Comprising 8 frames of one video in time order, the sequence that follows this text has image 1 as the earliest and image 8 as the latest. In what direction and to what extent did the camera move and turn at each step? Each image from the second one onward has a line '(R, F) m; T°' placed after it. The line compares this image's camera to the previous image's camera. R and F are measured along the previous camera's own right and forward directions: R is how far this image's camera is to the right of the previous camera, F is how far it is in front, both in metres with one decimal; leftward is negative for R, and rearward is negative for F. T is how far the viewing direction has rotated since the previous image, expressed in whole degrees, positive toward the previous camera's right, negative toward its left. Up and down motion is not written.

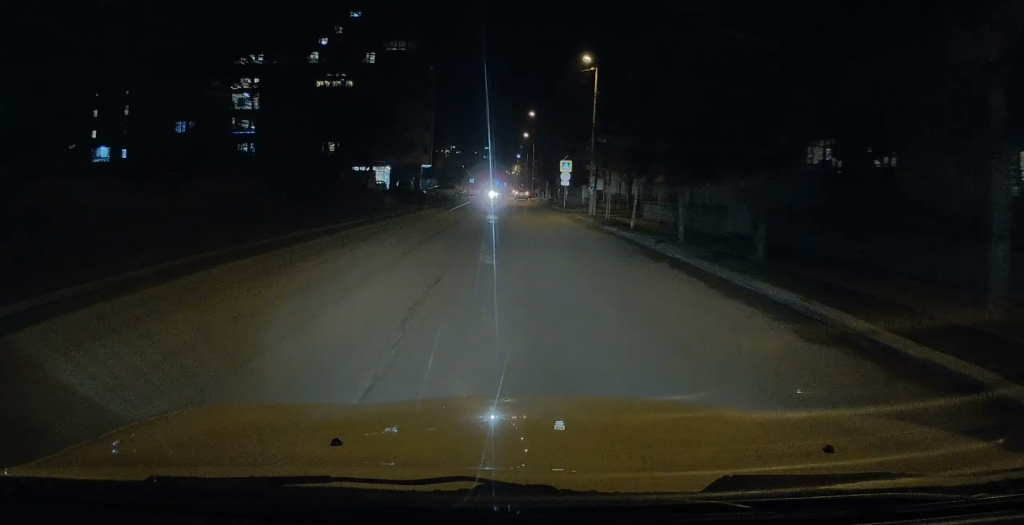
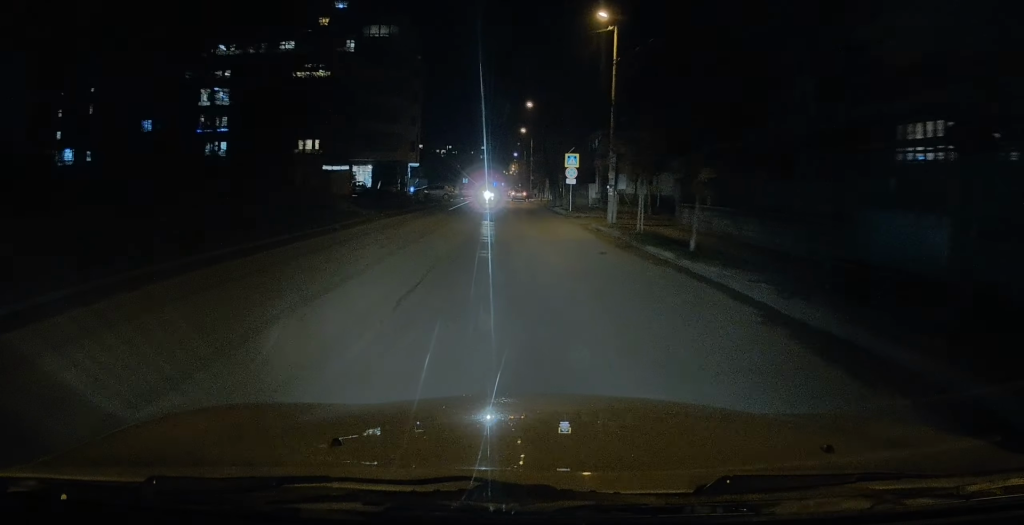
(-0.2, +7.9) m; -1°
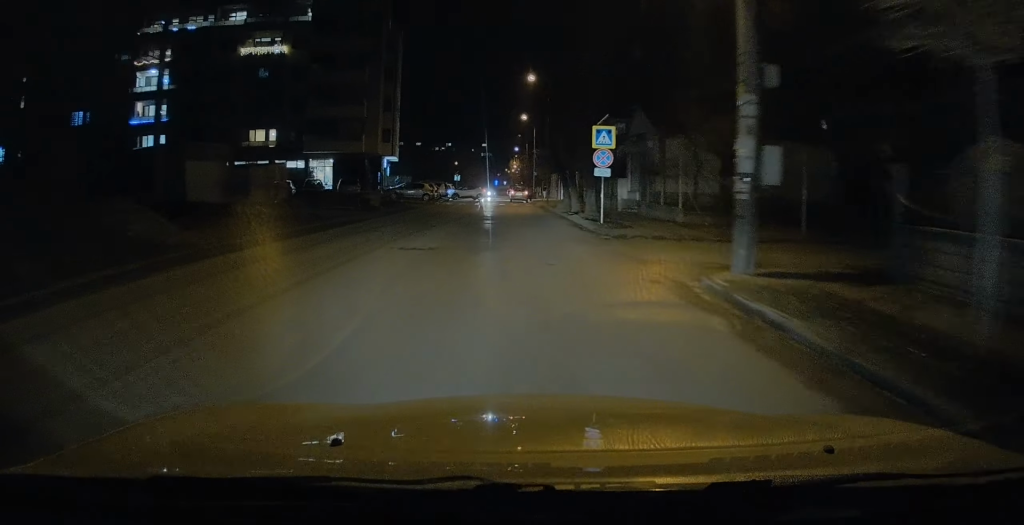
(-0.2, +14.4) m; 0°
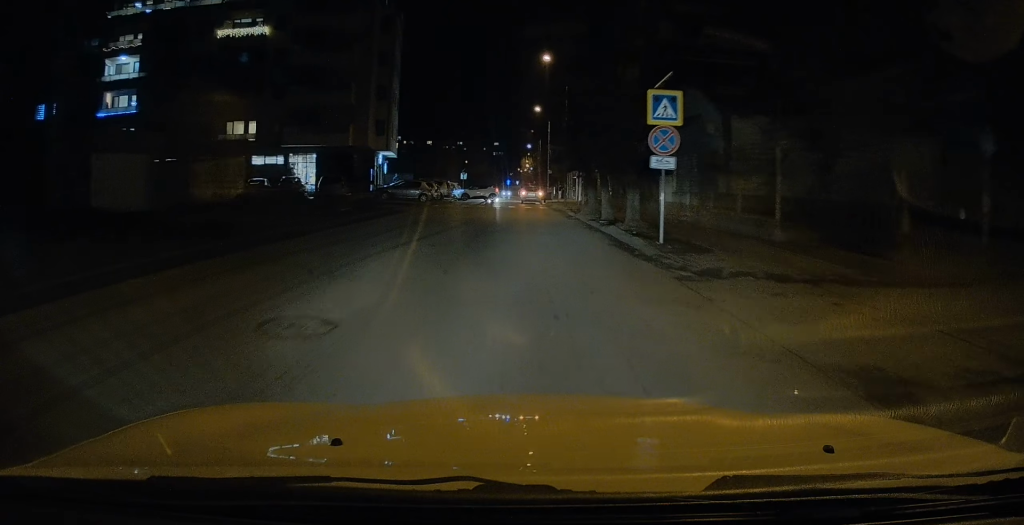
(0.0, +7.5) m; +1°
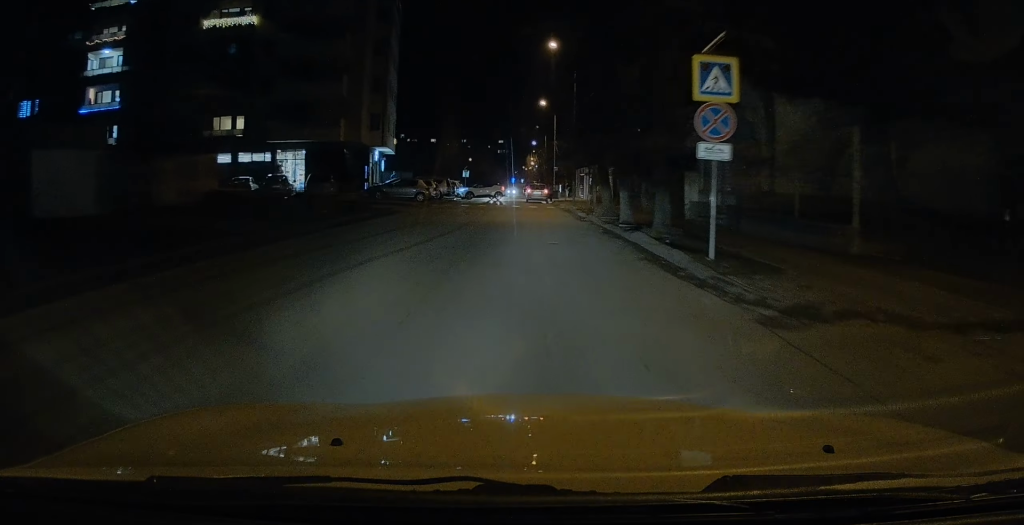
(0.0, +3.3) m; 0°
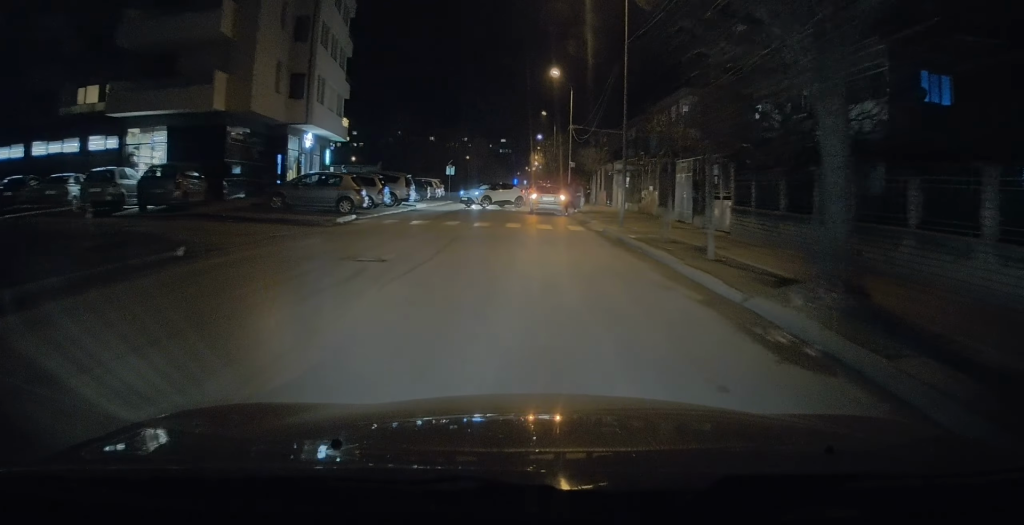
(-0.1, +18.2) m; -3°
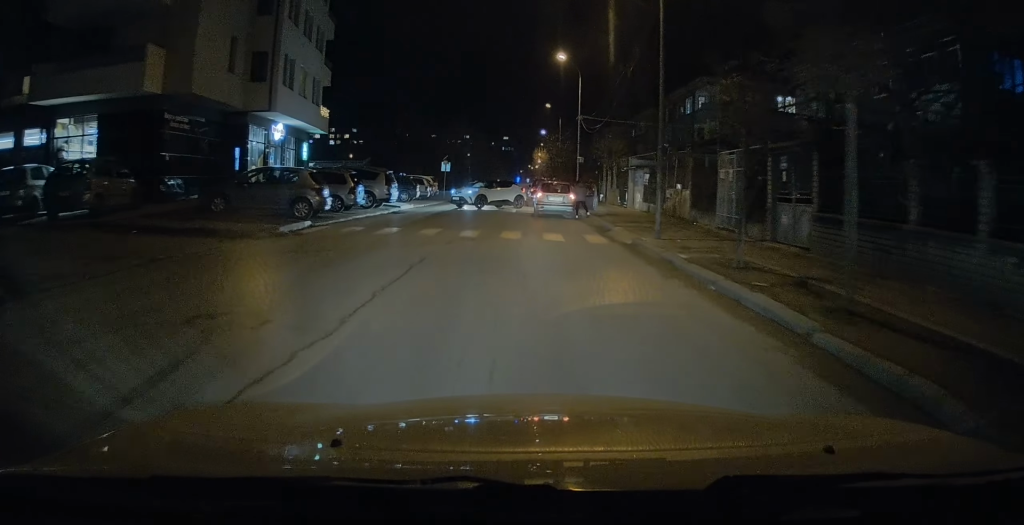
(0.0, +5.1) m; 0°
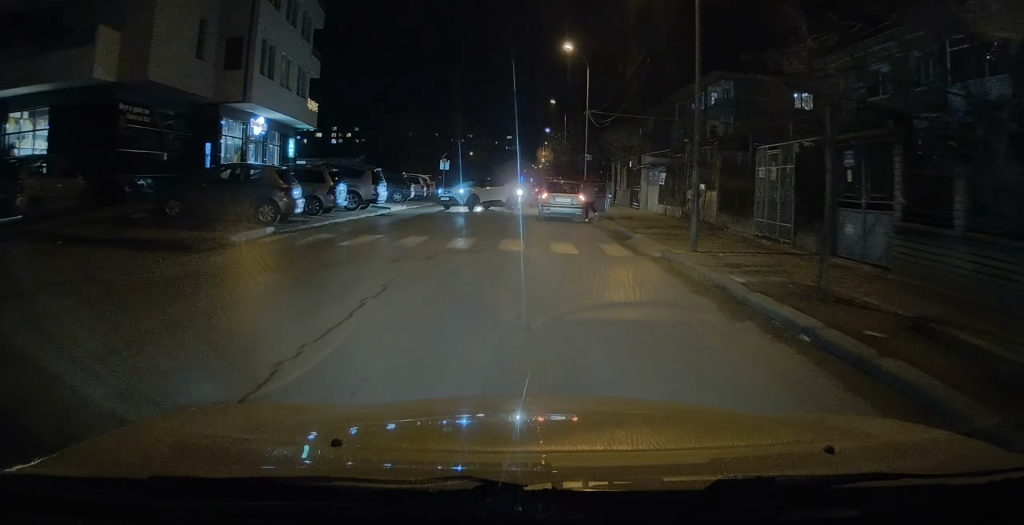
(0.0, +3.1) m; +2°
